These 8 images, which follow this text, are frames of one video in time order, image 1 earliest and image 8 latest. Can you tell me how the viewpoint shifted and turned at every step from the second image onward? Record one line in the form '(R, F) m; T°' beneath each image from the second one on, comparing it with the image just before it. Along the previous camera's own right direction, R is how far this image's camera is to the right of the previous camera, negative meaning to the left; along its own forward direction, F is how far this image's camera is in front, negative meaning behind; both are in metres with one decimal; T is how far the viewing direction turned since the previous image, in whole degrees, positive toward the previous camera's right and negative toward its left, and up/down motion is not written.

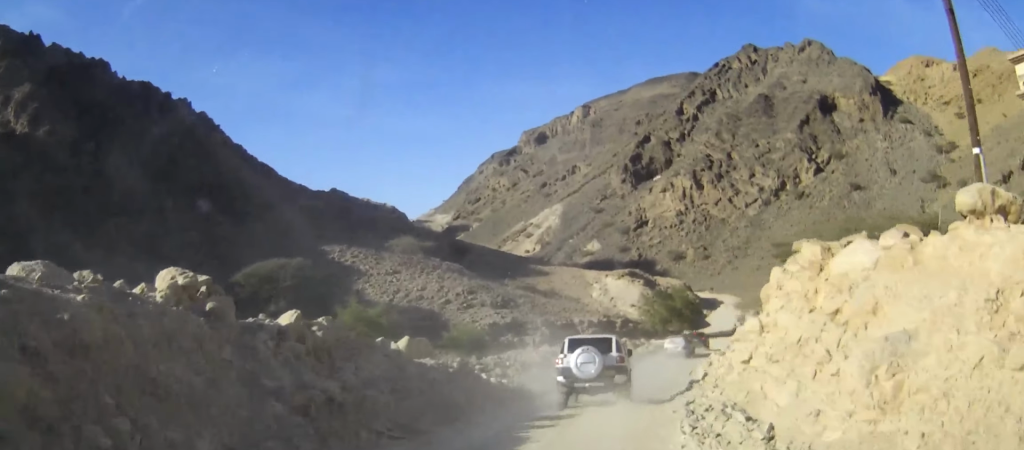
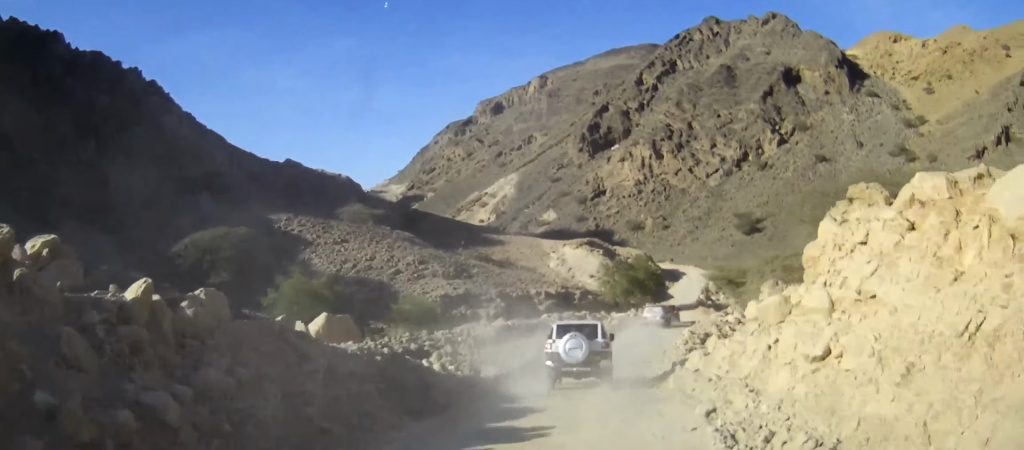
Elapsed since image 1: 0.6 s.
(+0.2, +4.5) m; +3°
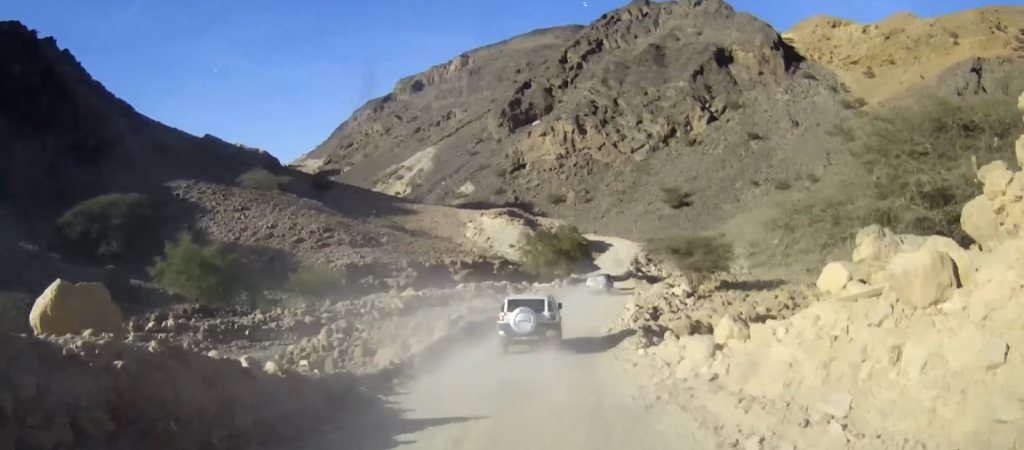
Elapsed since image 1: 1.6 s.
(+0.3, +7.6) m; +5°
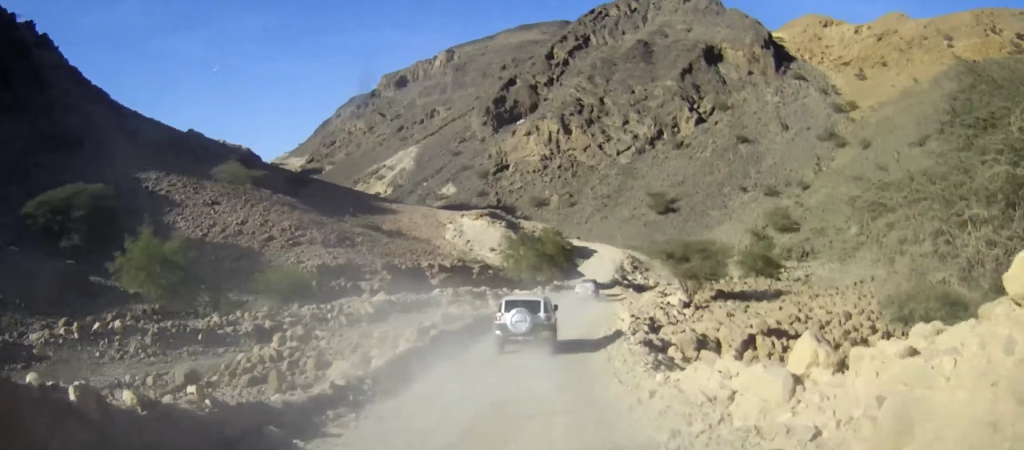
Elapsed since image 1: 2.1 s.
(0.0, +4.0) m; +2°
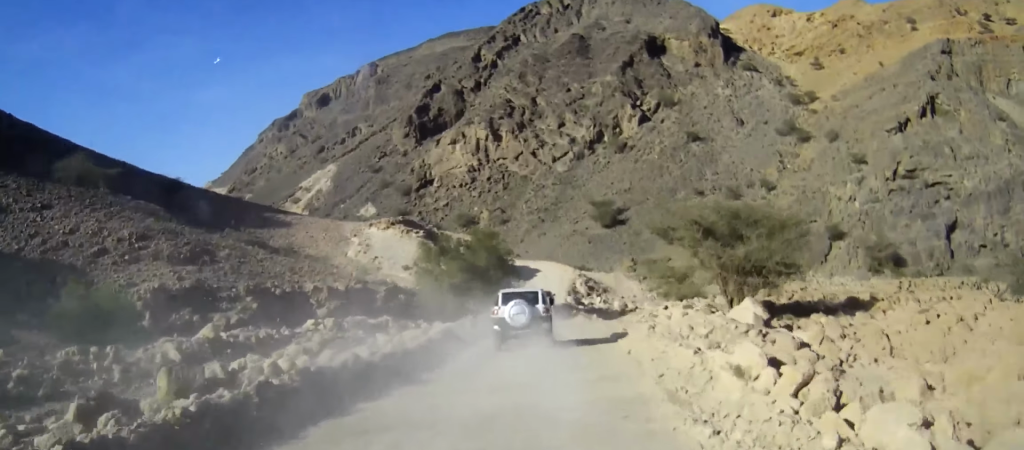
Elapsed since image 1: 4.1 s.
(+1.0, +20.1) m; +5°
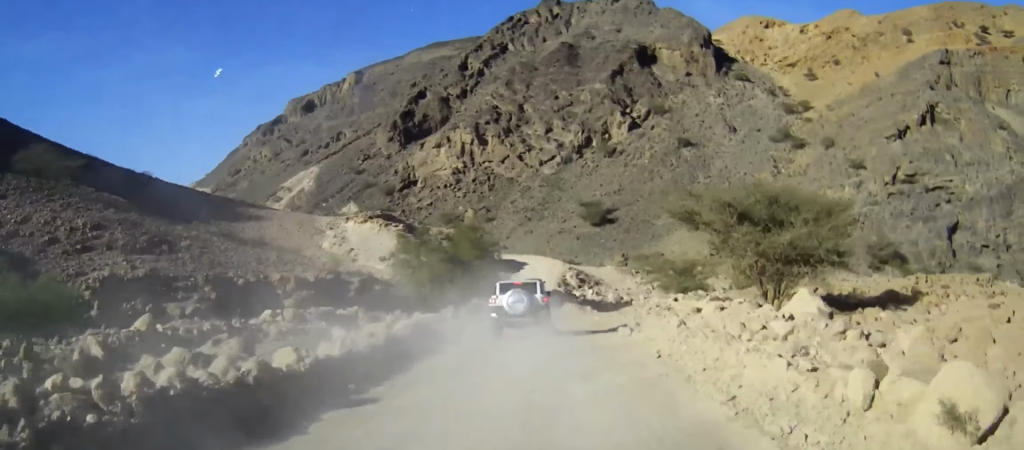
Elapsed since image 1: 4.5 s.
(+0.1, +4.7) m; +1°
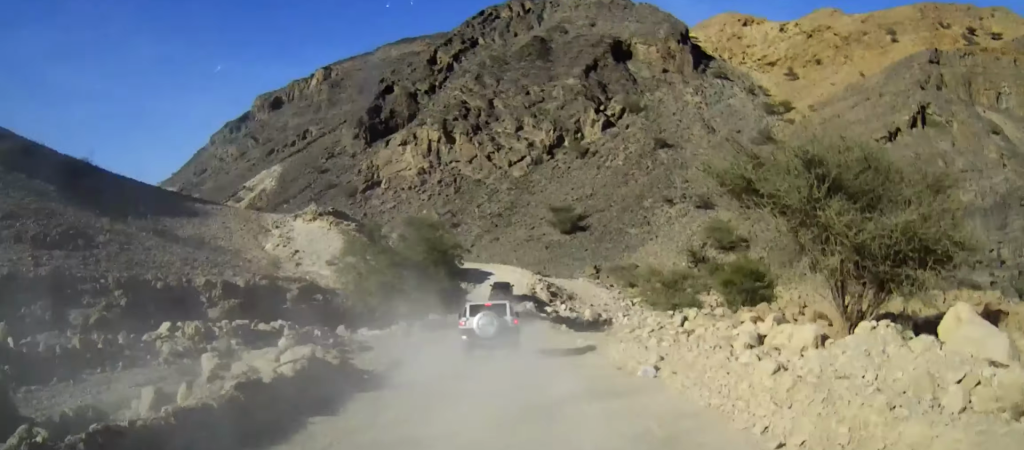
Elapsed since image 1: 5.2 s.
(+0.1, +6.8) m; +1°
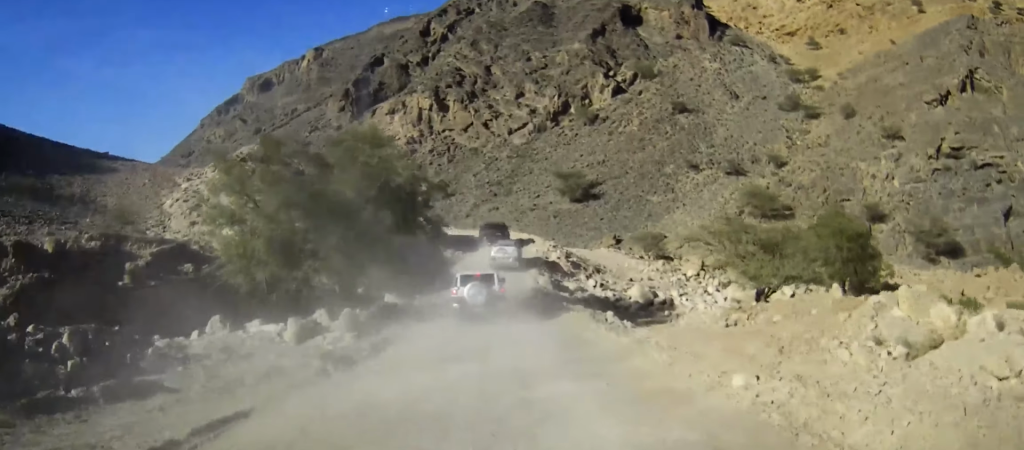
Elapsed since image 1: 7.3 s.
(+0.3, +16.8) m; +1°
